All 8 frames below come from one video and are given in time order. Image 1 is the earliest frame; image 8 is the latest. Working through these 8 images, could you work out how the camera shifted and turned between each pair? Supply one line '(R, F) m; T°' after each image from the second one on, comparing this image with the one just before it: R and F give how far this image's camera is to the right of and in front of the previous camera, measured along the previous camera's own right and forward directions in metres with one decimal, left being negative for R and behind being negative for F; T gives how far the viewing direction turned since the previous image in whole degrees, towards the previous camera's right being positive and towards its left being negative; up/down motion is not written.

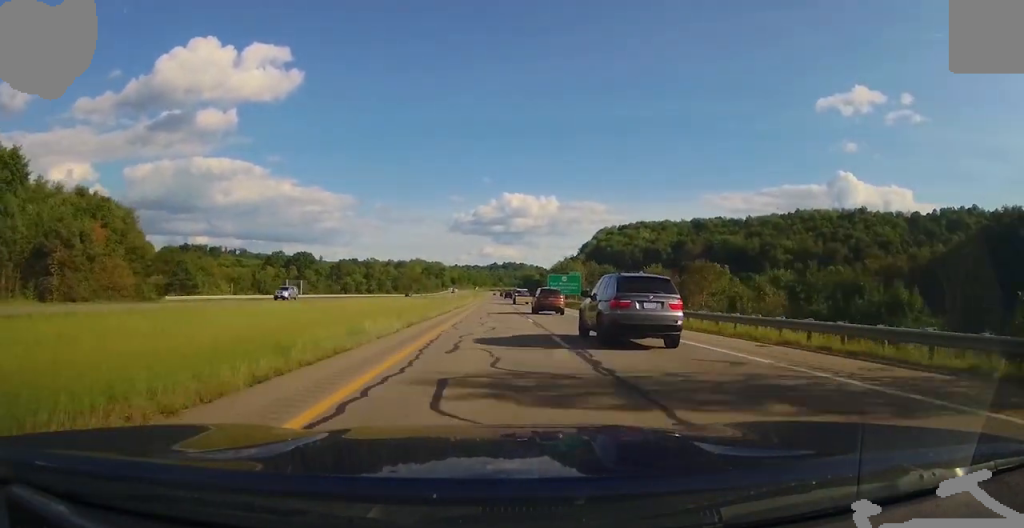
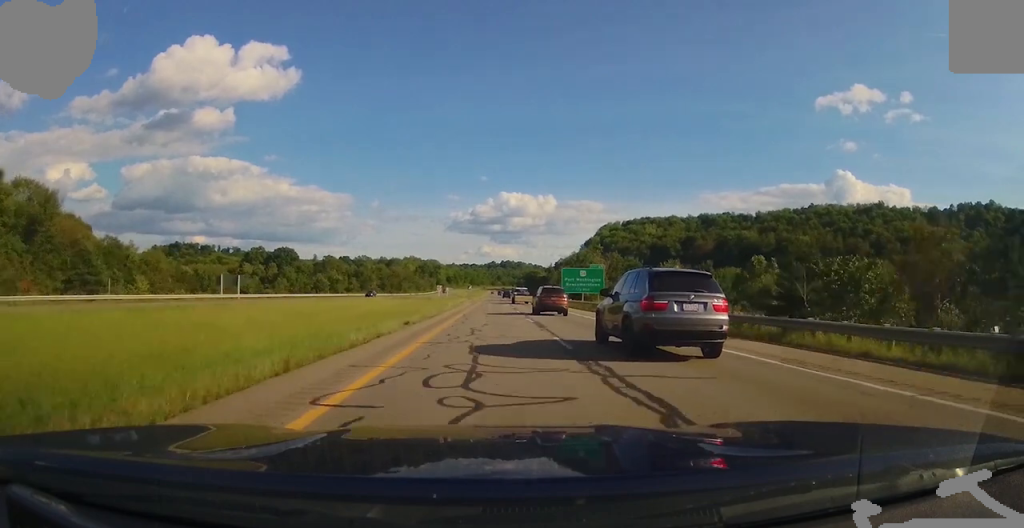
(0.0, +25.0) m; 0°
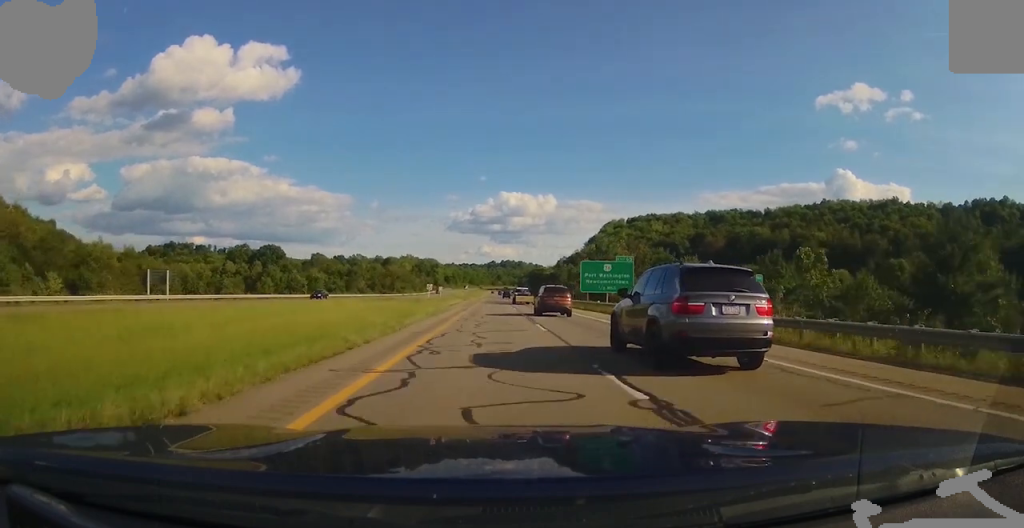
(0.0, +18.1) m; 0°
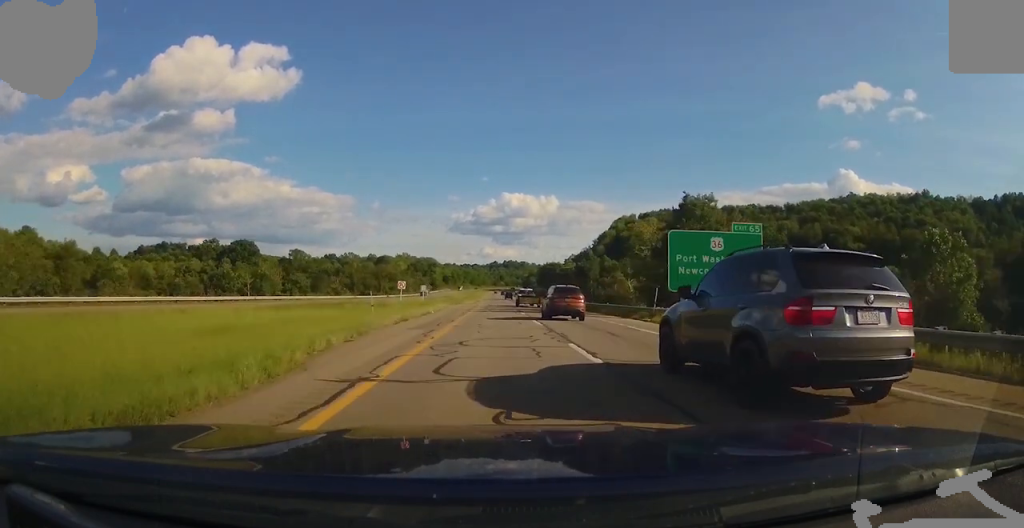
(0.0, +32.9) m; 0°
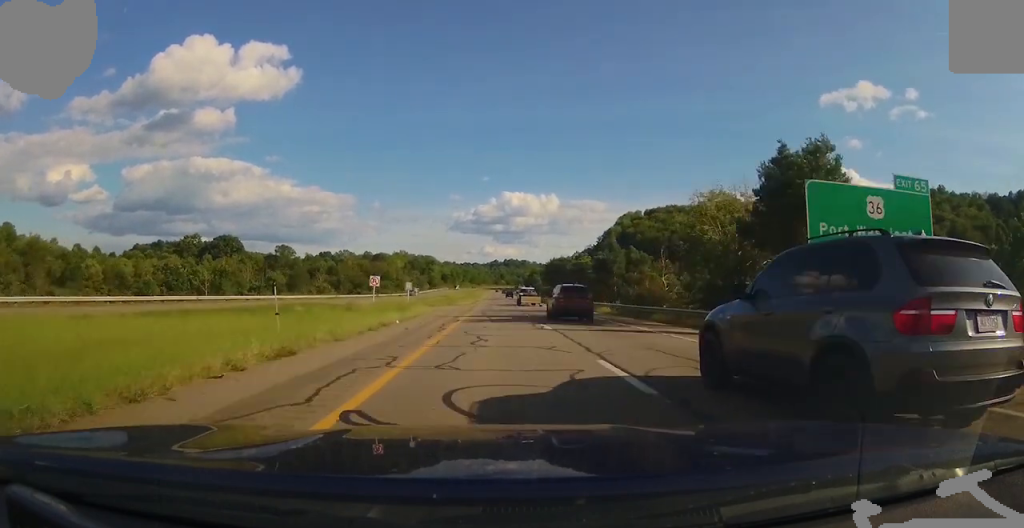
(0.0, +15.9) m; 0°
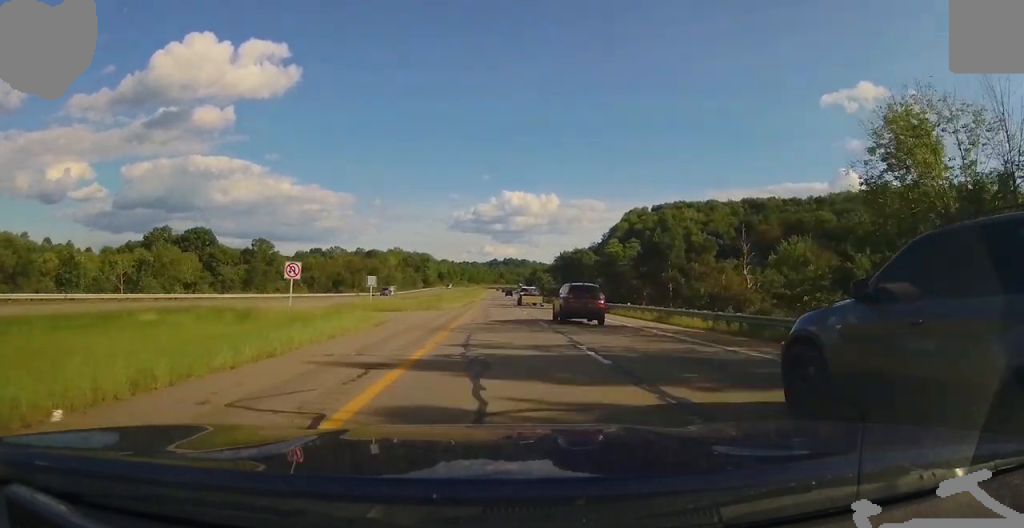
(0.0, +21.6) m; 0°
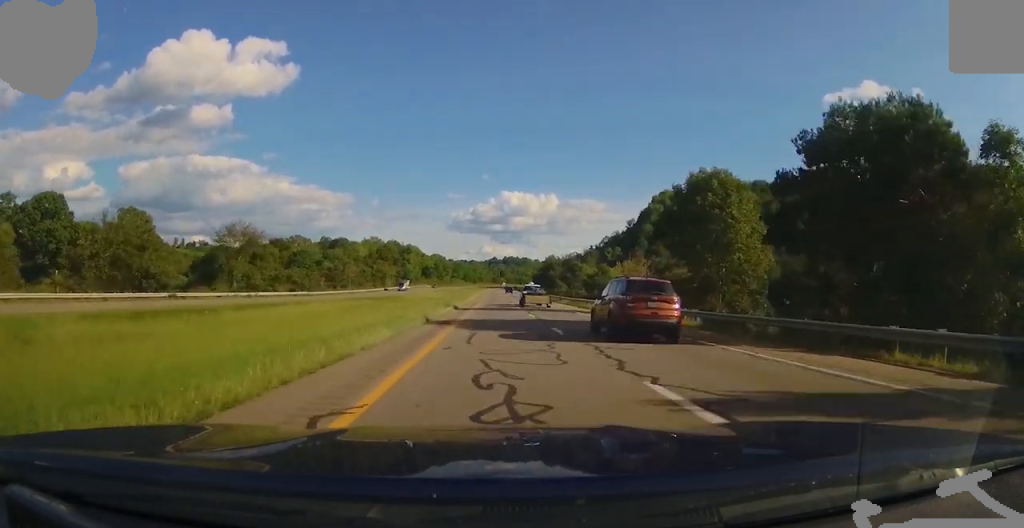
(+1.5, +78.5) m; +1°
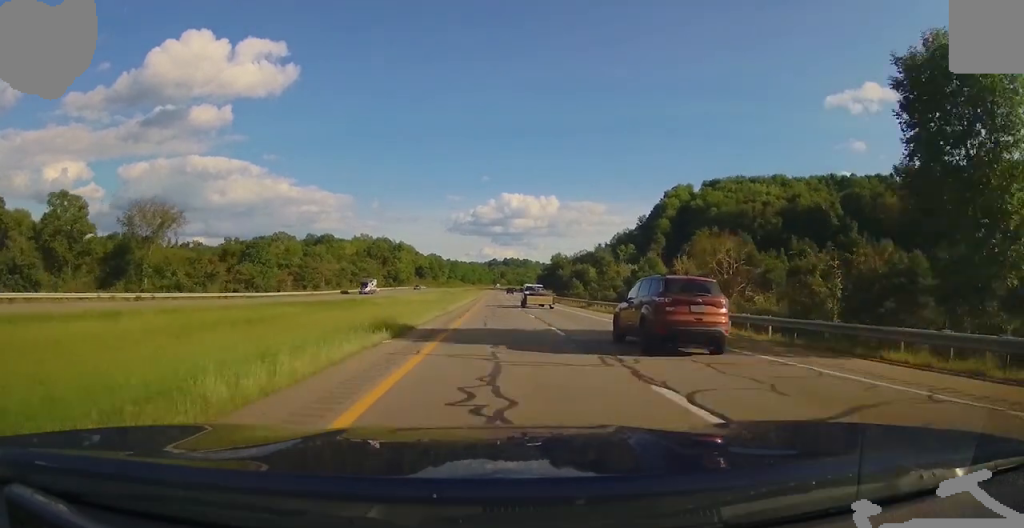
(-0.1, +24.9) m; -1°
